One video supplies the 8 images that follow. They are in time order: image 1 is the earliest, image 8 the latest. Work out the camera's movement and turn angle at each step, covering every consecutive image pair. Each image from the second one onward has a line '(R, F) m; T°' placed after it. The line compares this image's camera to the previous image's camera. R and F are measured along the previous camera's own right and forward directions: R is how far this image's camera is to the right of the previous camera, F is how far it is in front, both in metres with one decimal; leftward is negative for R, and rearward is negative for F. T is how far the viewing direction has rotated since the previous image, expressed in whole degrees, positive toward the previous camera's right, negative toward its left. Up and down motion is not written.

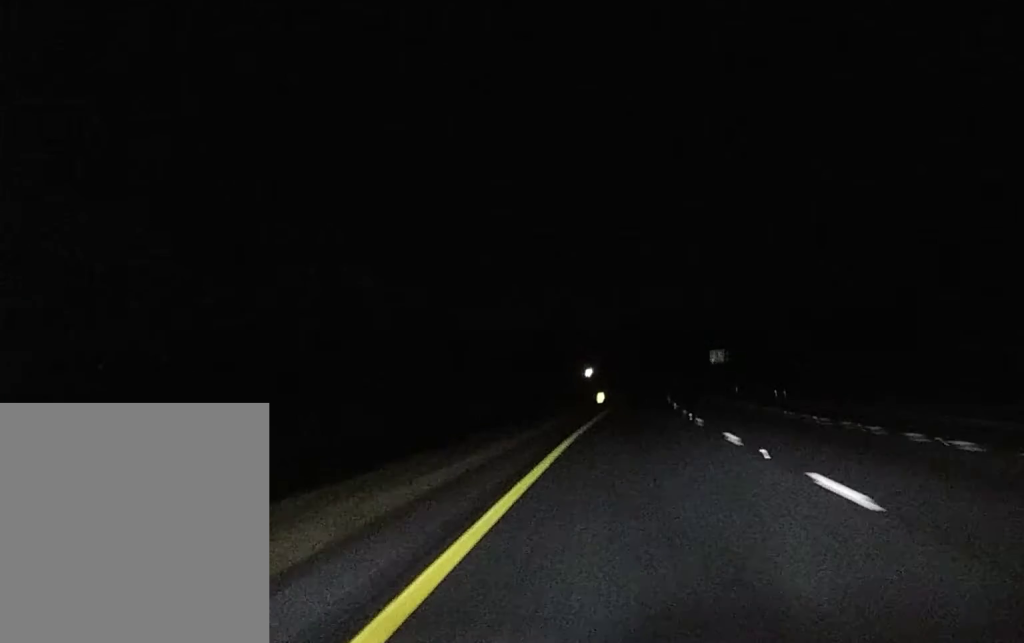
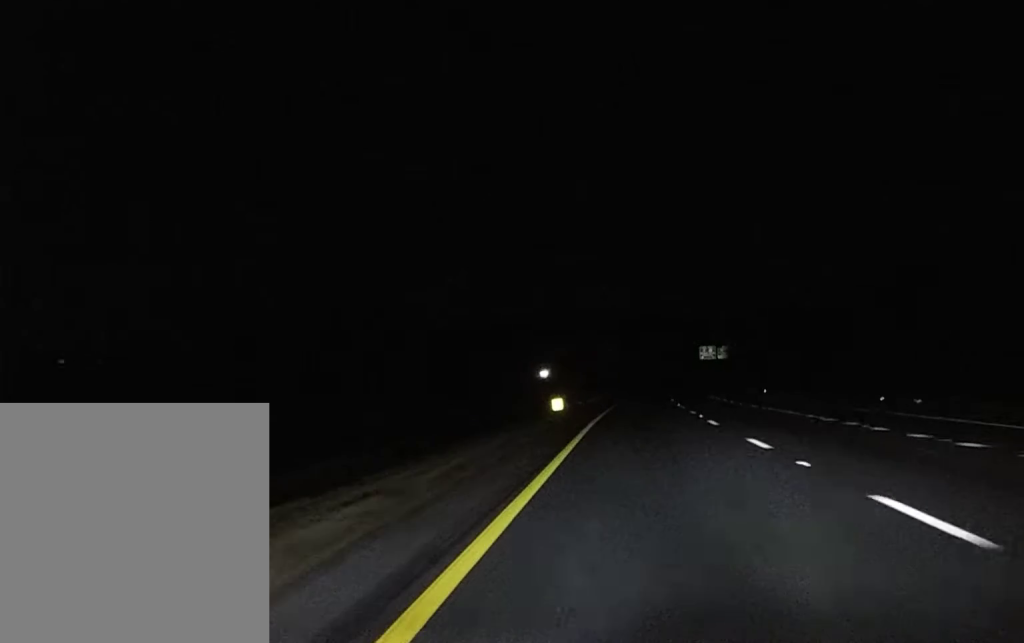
(+0.2, +51.9) m; +1°
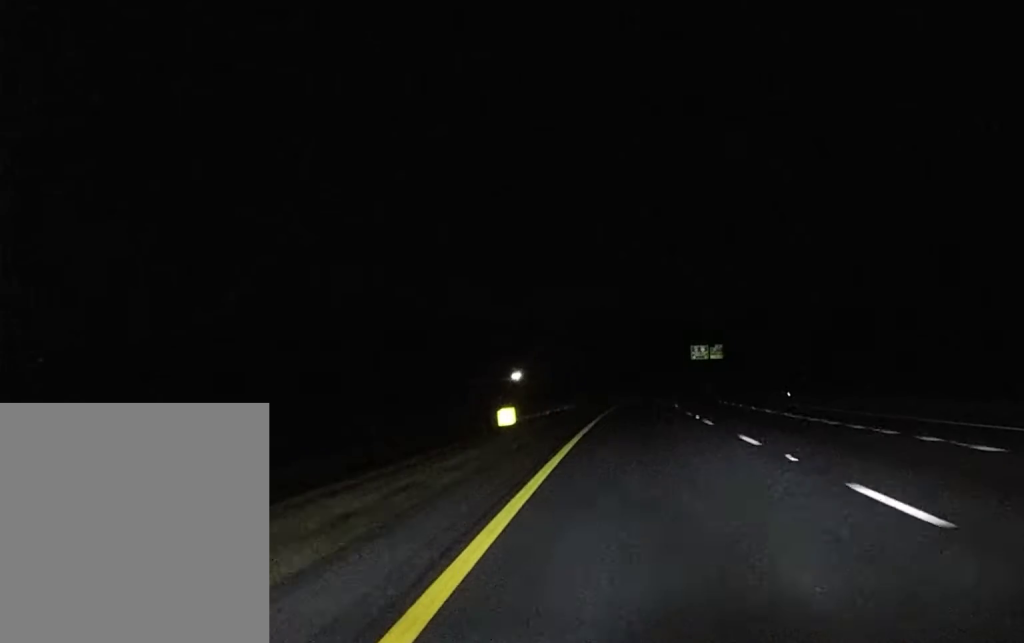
(+0.2, +20.0) m; 0°
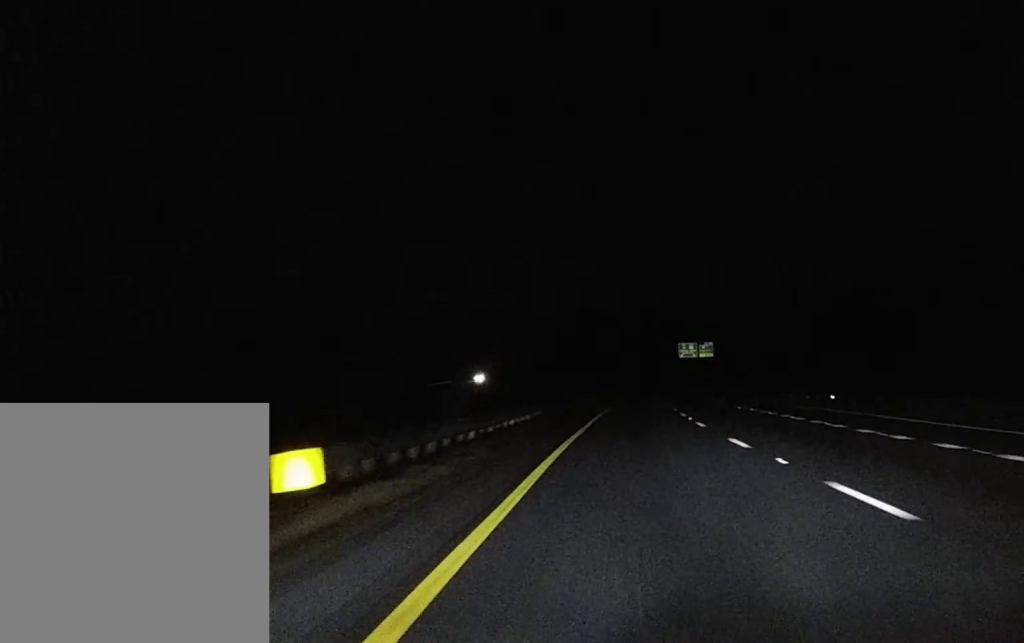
(0.0, +19.2) m; +1°
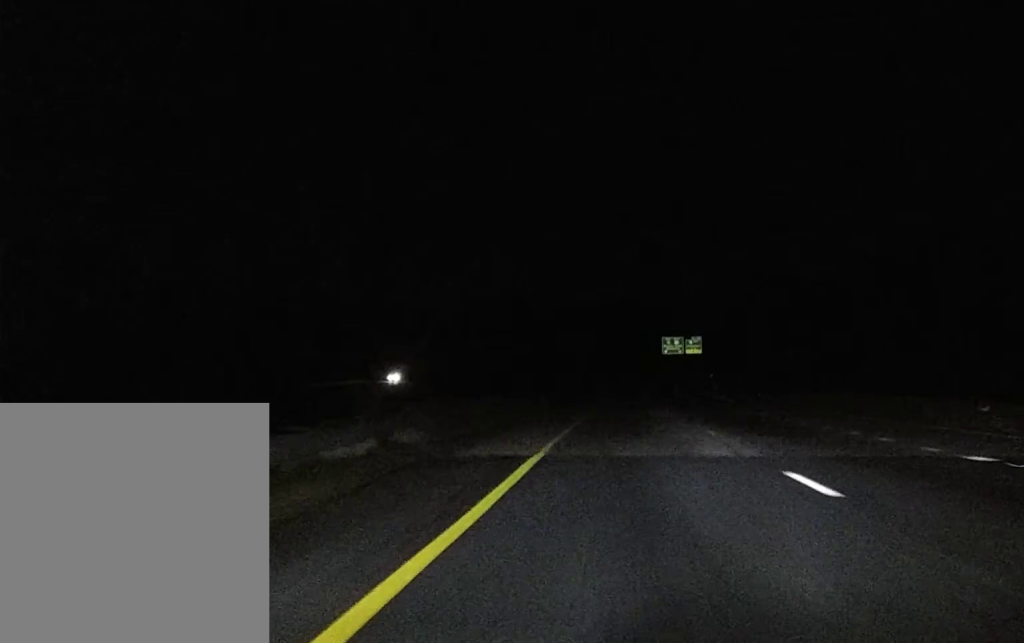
(+0.7, +44.8) m; +1°
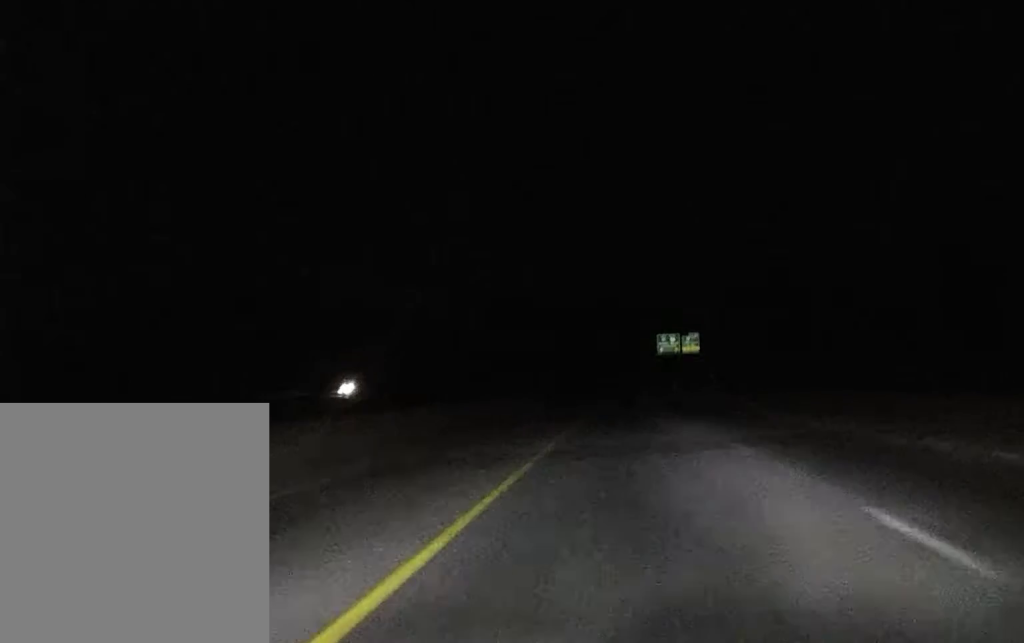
(0.0, +26.3) m; 0°
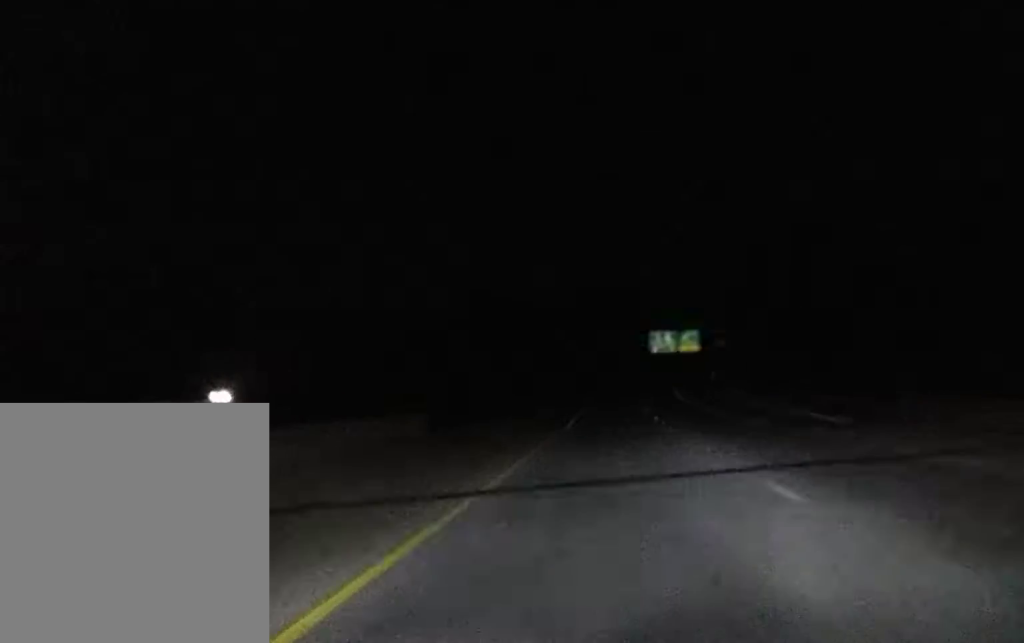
(+0.3, +37.9) m; +1°
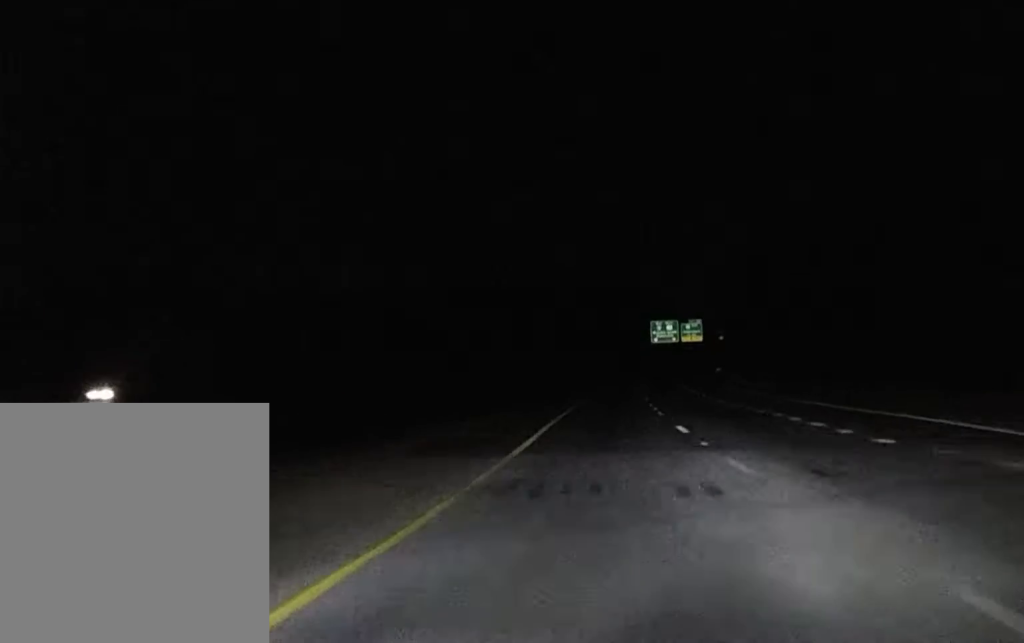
(+0.1, +24.6) m; 0°
